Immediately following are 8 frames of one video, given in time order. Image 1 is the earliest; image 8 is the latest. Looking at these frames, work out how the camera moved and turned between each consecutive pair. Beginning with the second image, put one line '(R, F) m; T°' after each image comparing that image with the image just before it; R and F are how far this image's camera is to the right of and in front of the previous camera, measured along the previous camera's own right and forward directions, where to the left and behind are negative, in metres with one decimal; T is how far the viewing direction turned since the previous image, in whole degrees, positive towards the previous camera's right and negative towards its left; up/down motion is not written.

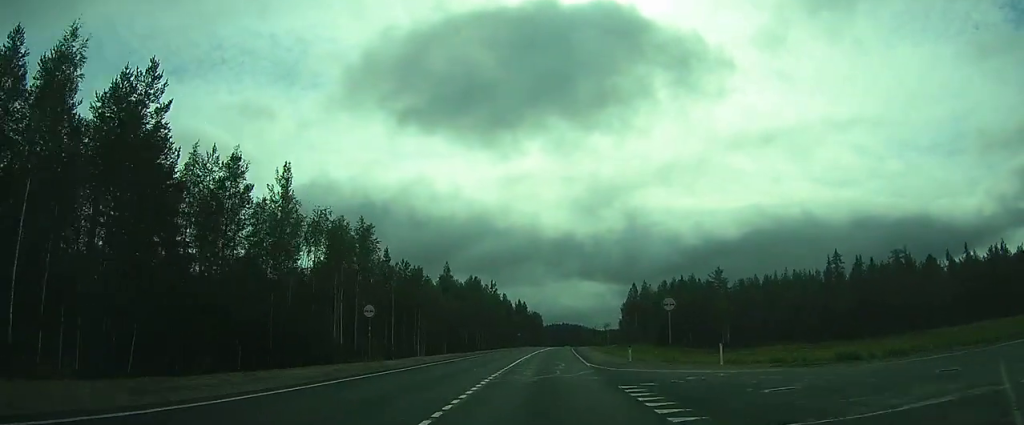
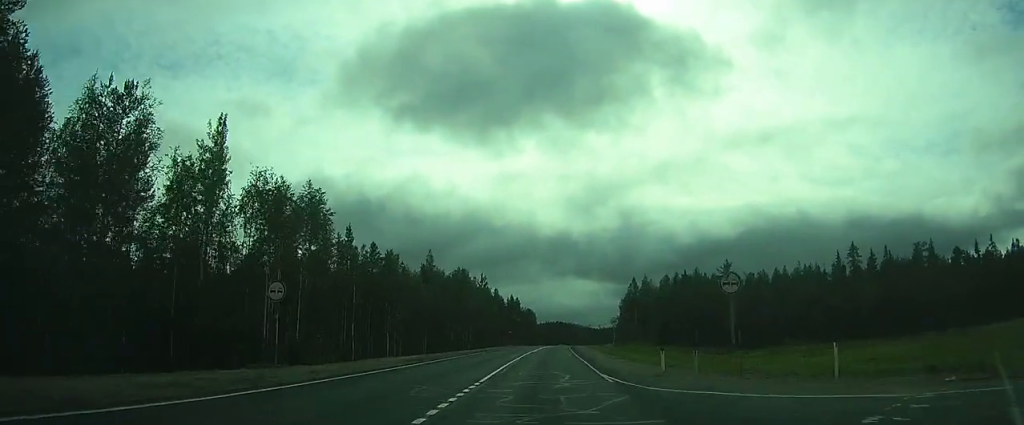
(+0.1, +9.3) m; 0°
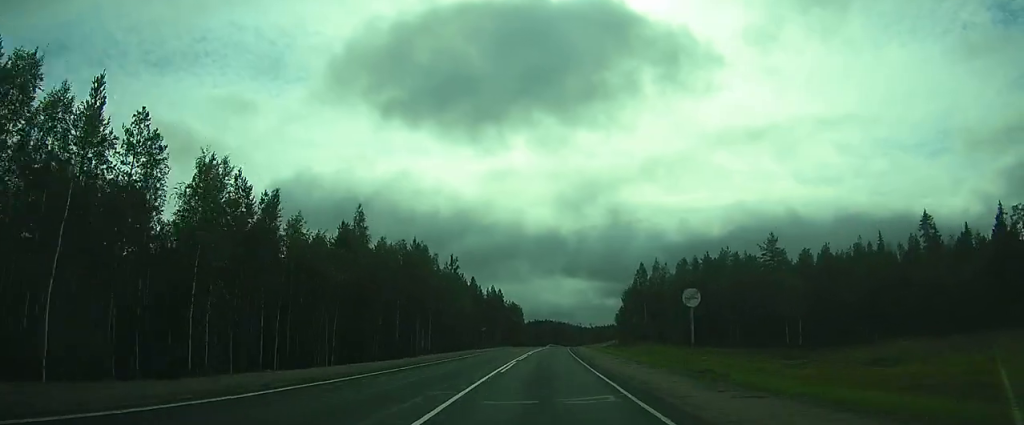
(-0.1, +26.9) m; 0°
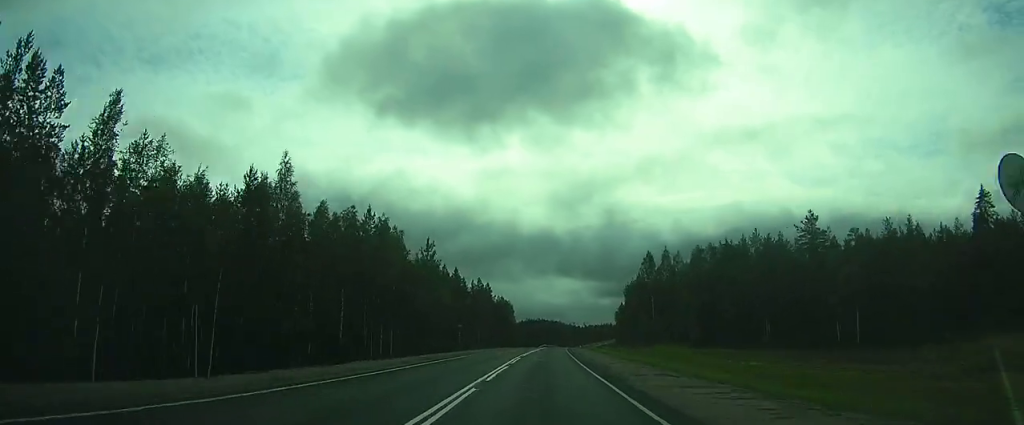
(+0.1, +14.9) m; +1°
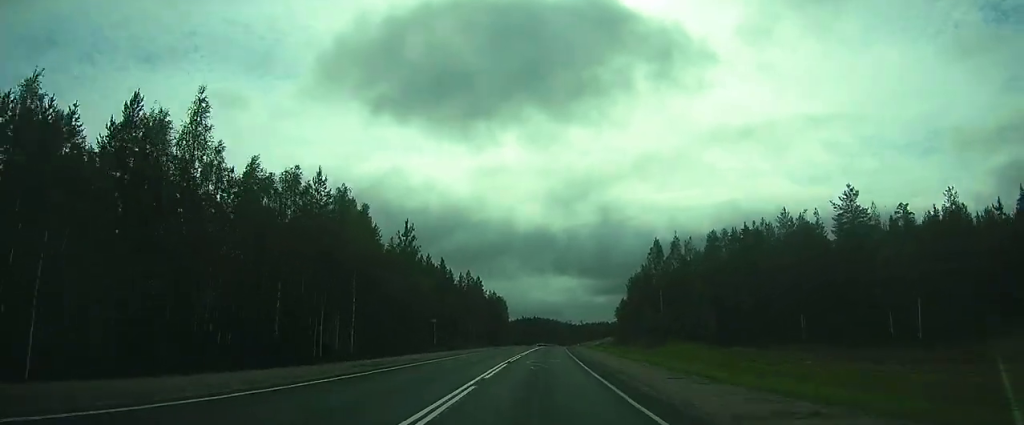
(+0.2, +10.8) m; +1°
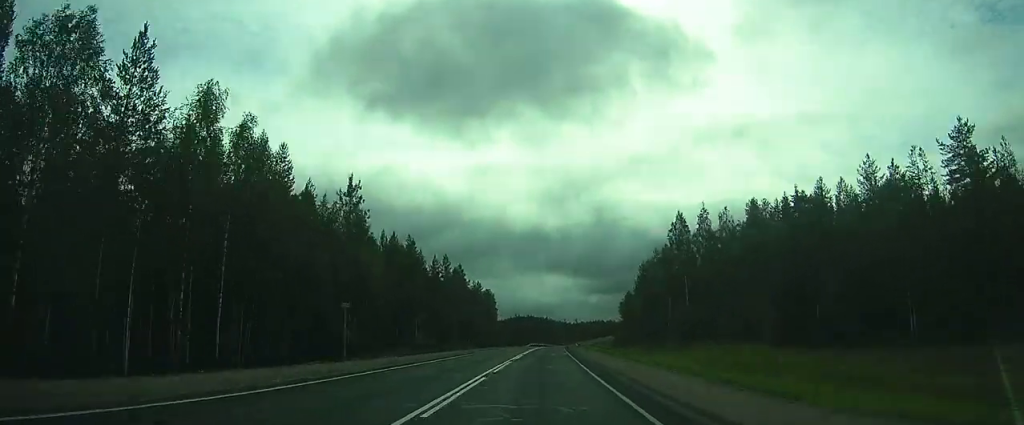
(+0.3, +19.7) m; +1°
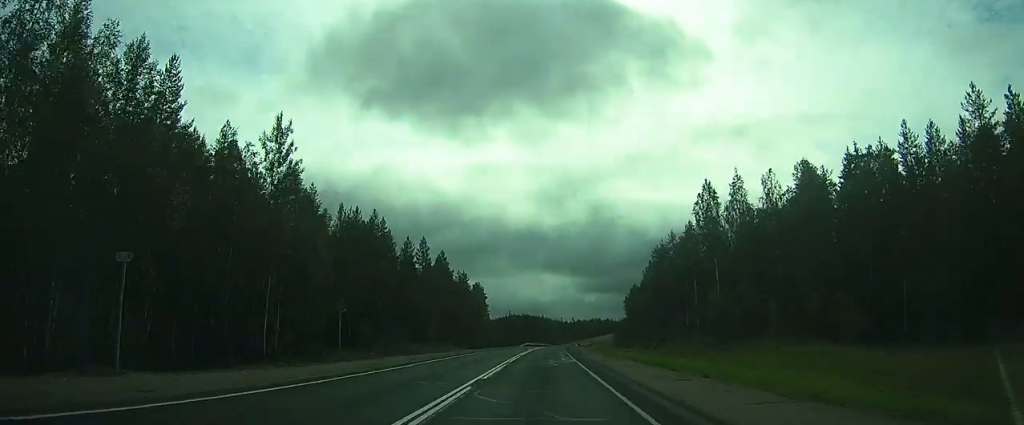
(0.0, +14.7) m; 0°
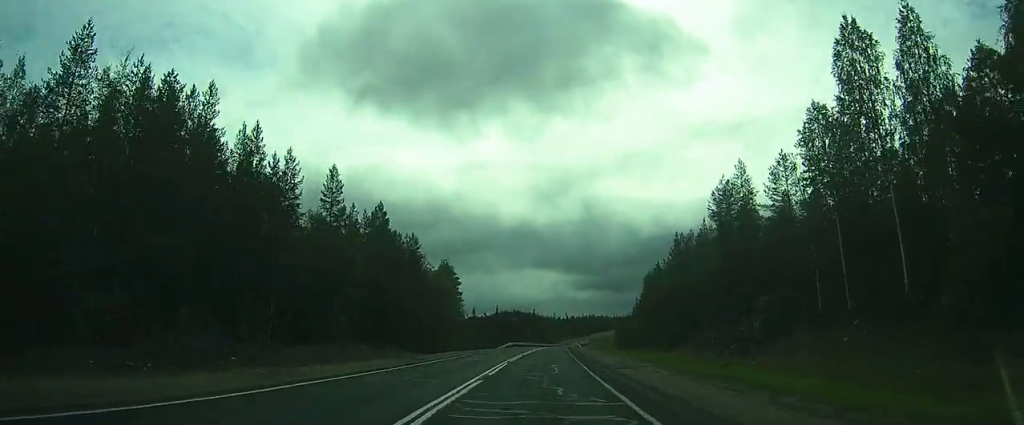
(0.0, +32.7) m; 0°
